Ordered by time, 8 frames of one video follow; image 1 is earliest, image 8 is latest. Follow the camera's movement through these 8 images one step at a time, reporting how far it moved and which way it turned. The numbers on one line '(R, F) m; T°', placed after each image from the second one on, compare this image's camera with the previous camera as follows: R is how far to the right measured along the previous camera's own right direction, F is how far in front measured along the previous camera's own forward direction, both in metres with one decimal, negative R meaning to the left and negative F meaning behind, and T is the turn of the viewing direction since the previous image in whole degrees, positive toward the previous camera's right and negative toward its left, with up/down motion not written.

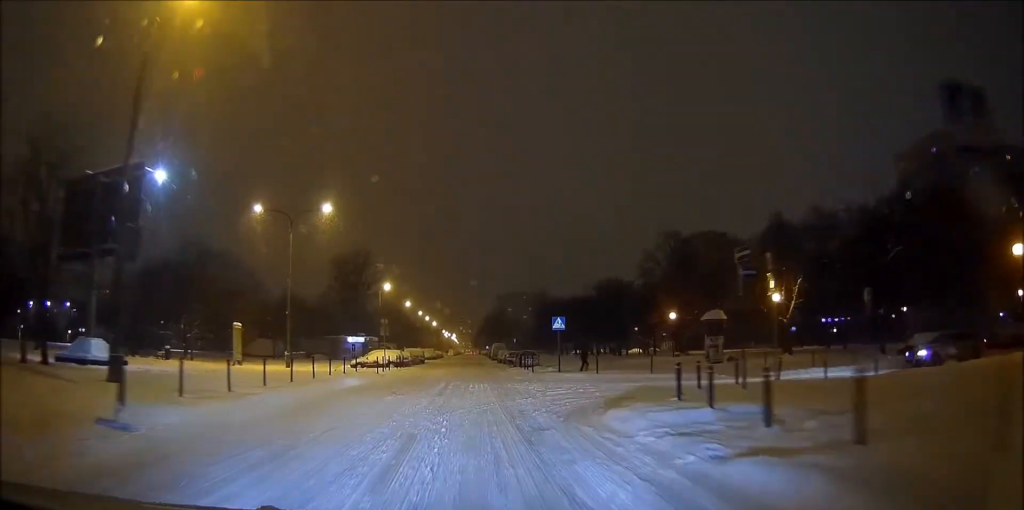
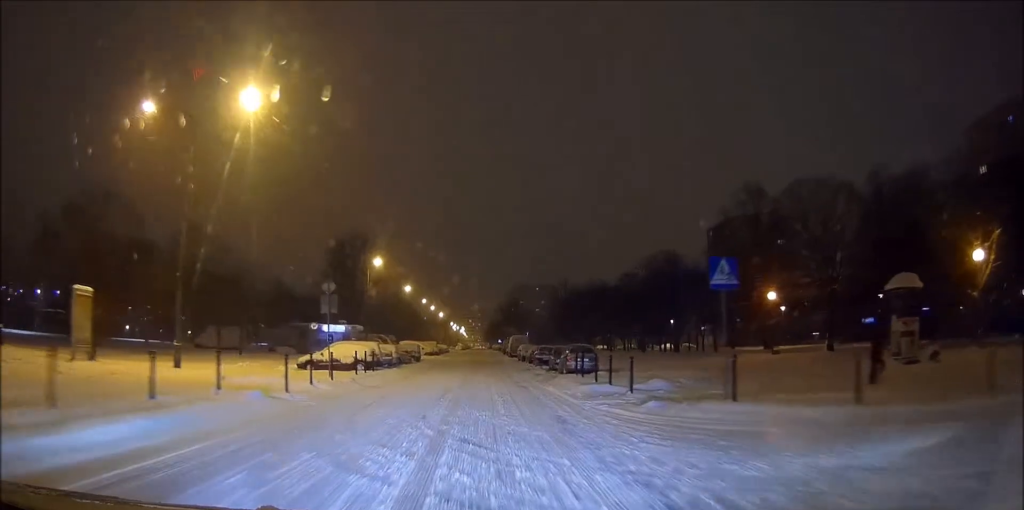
(-0.3, +20.5) m; -1°
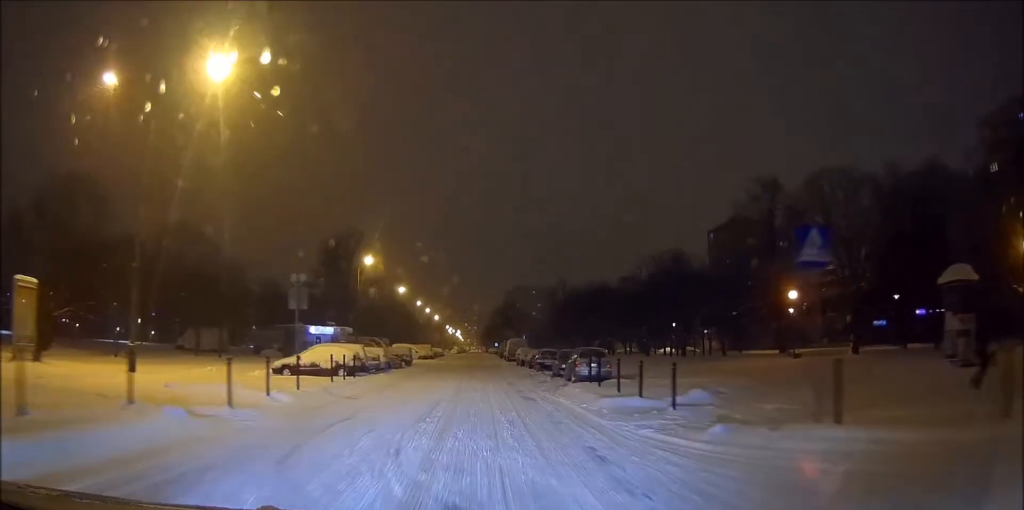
(0.0, +4.0) m; 0°
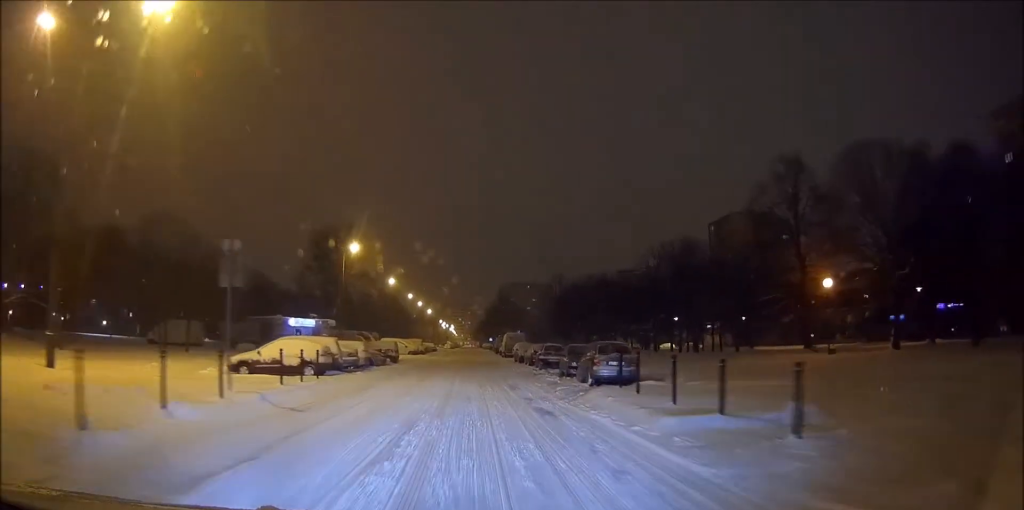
(-0.1, +5.5) m; +1°
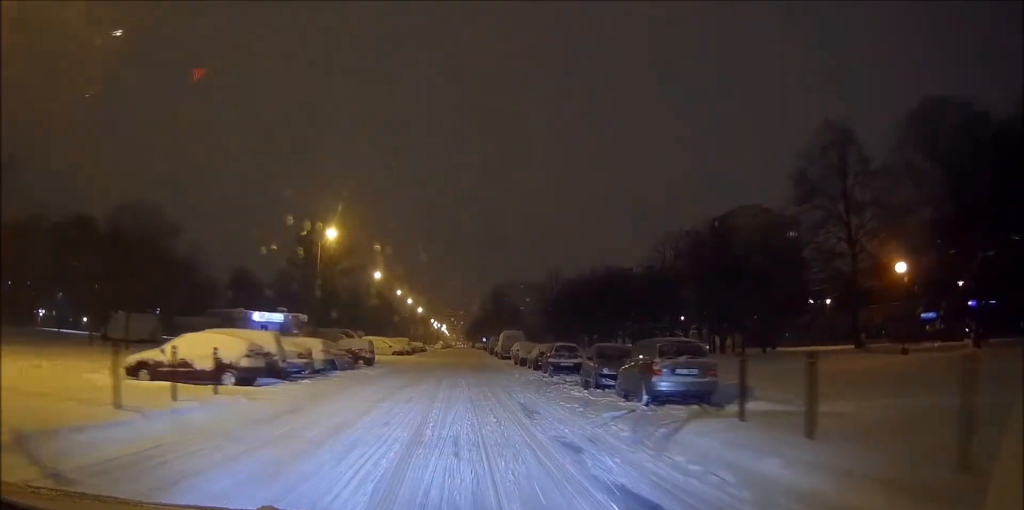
(+0.1, +8.0) m; +1°
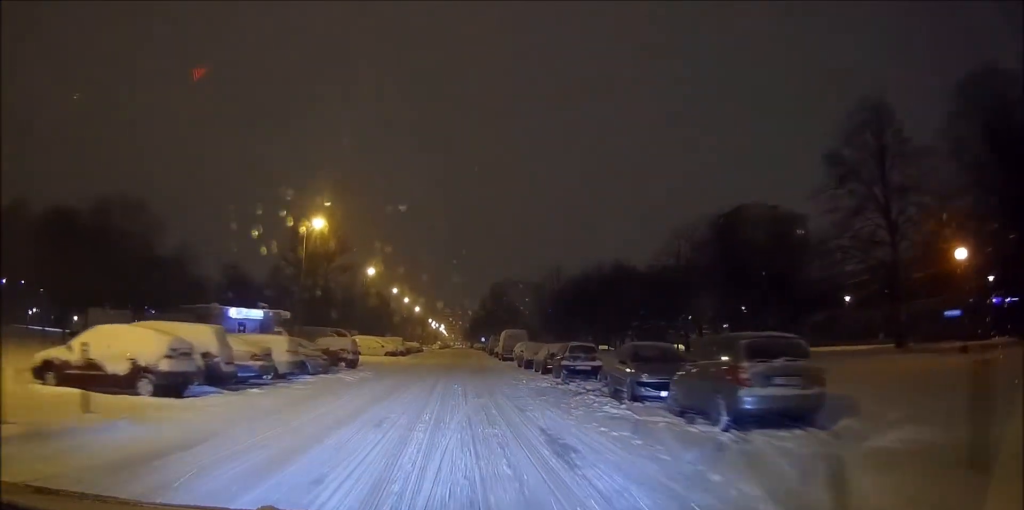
(+0.1, +4.9) m; +1°
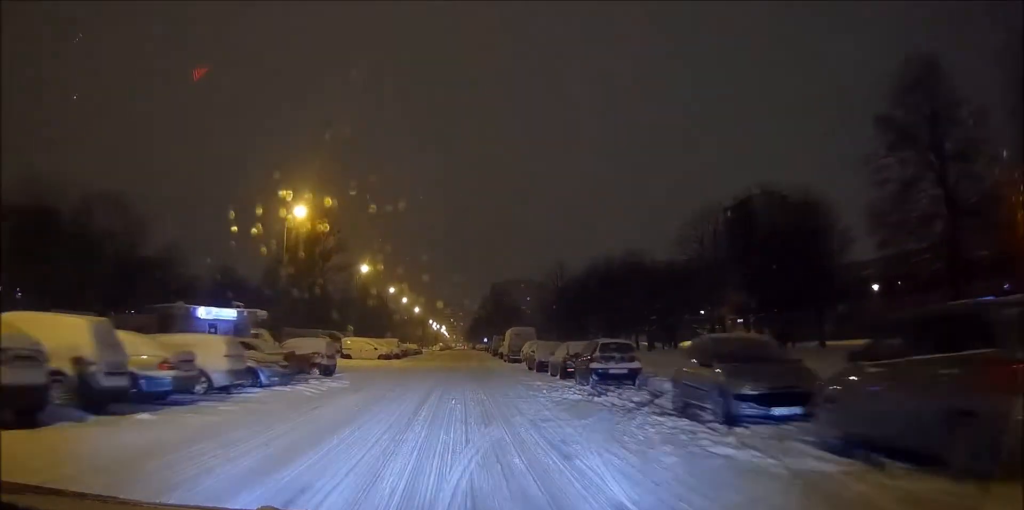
(0.0, +5.9) m; 0°
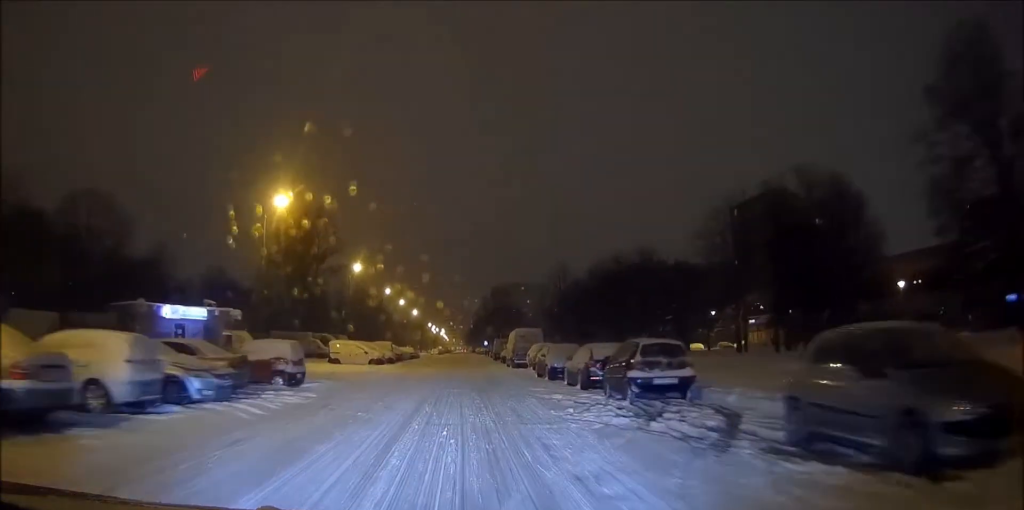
(0.0, +5.0) m; 0°
